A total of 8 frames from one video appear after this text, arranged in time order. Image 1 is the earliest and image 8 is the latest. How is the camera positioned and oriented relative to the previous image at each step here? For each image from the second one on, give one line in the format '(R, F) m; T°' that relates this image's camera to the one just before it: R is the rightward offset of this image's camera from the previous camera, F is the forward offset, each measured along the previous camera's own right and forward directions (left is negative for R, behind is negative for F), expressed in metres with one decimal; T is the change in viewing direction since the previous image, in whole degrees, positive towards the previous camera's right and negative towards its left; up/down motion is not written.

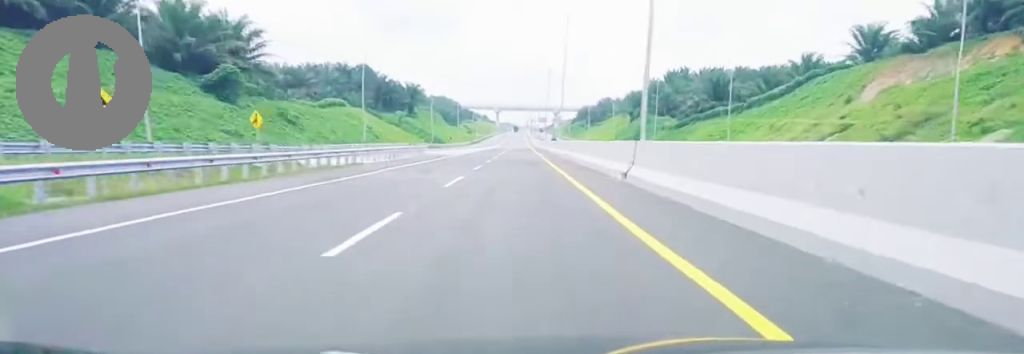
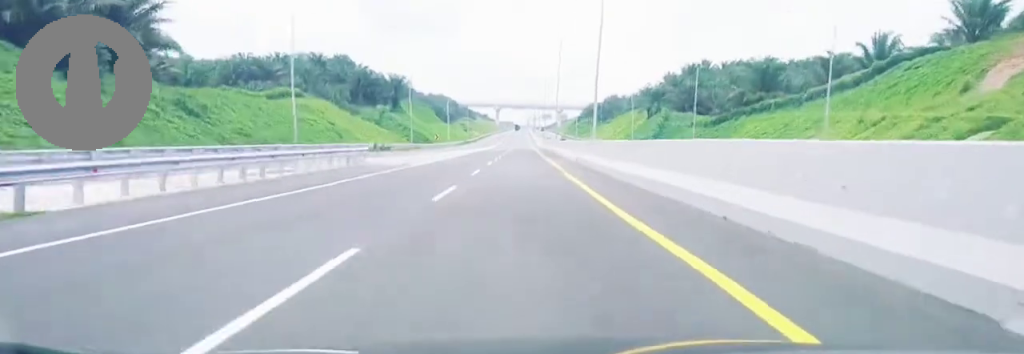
(+0.1, +31.1) m; 0°
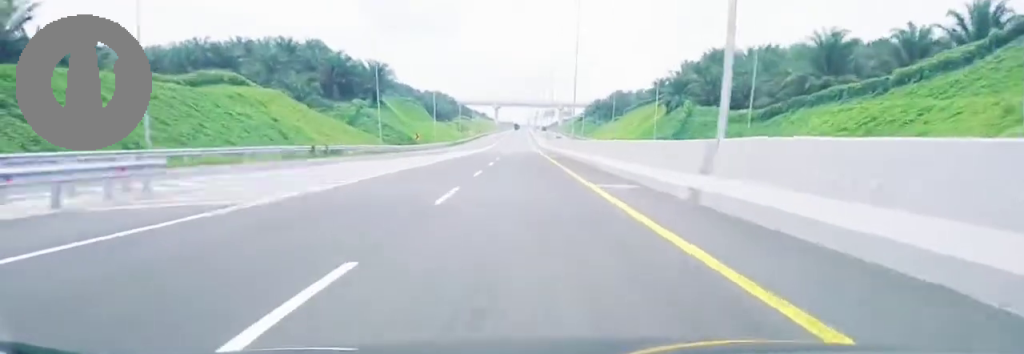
(0.0, +27.4) m; 0°
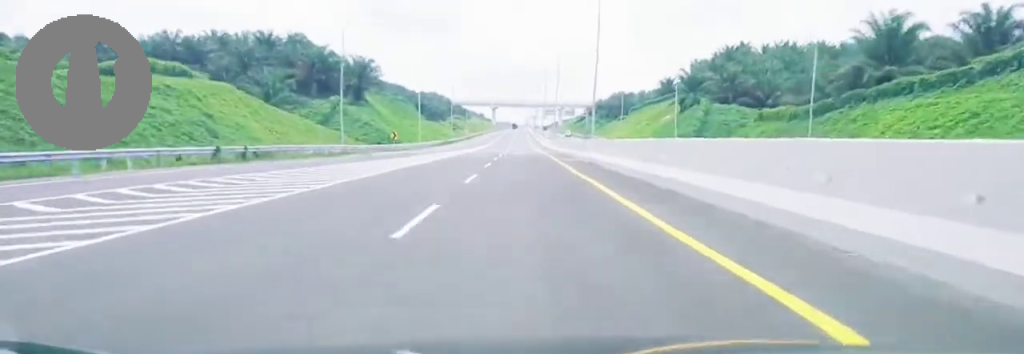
(0.0, +19.0) m; 0°
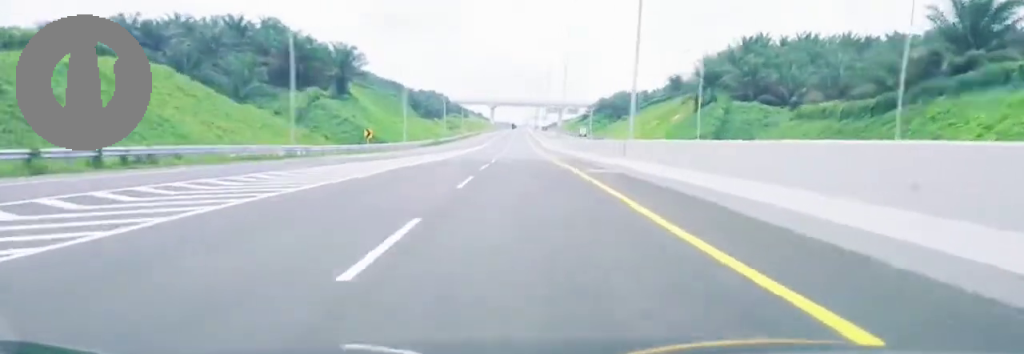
(-0.1, +16.6) m; 0°
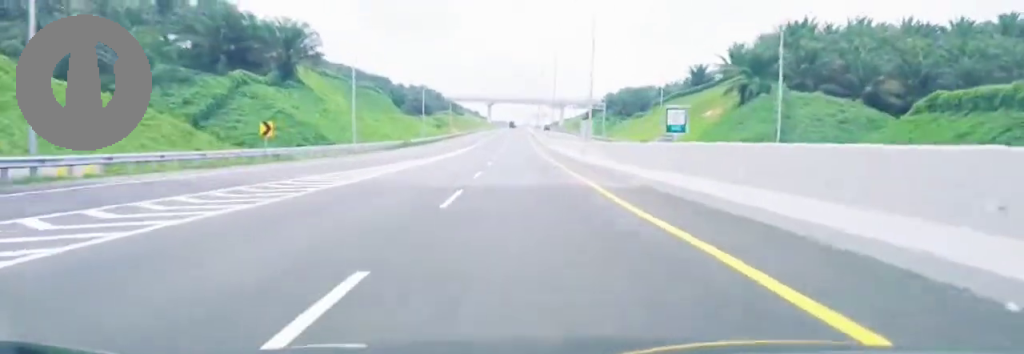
(0.0, +30.8) m; 0°
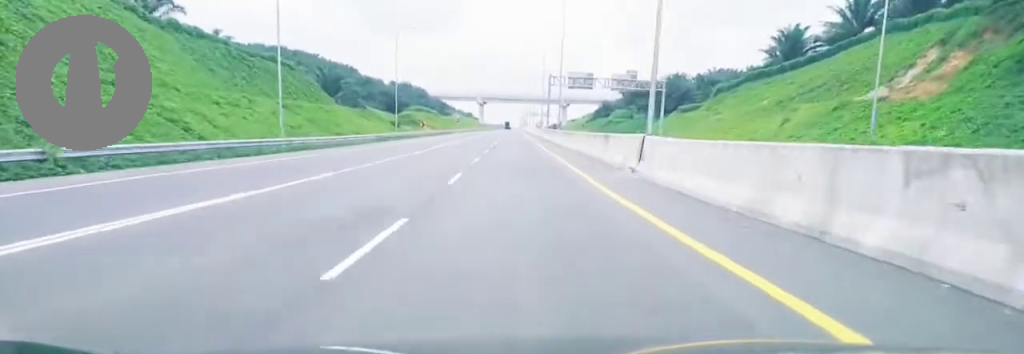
(+0.4, +74.6) m; +1°
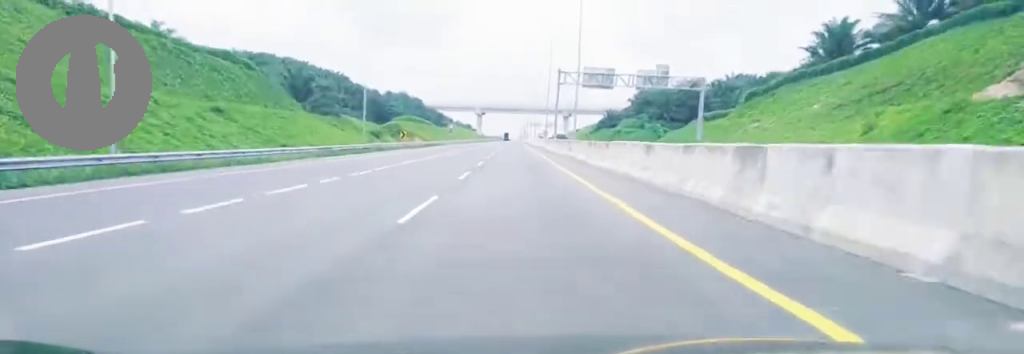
(+0.1, +21.3) m; 0°
